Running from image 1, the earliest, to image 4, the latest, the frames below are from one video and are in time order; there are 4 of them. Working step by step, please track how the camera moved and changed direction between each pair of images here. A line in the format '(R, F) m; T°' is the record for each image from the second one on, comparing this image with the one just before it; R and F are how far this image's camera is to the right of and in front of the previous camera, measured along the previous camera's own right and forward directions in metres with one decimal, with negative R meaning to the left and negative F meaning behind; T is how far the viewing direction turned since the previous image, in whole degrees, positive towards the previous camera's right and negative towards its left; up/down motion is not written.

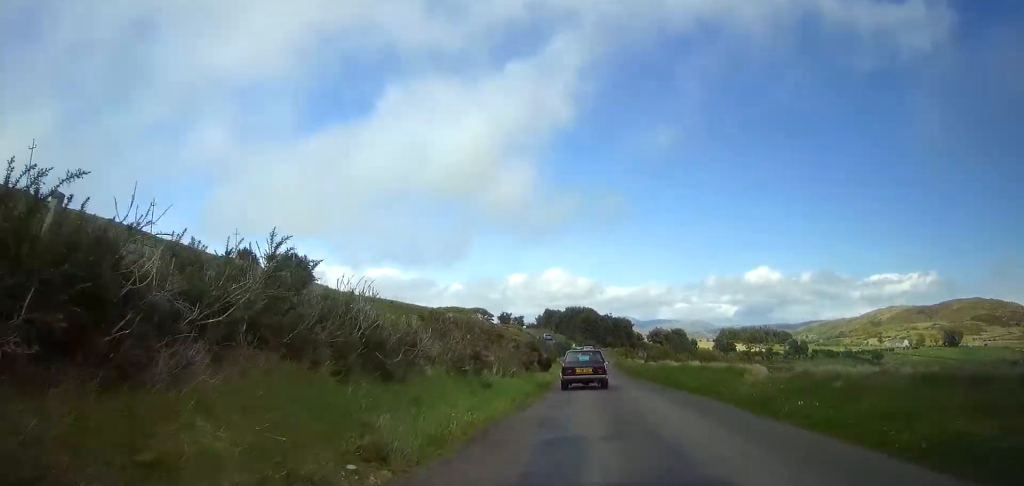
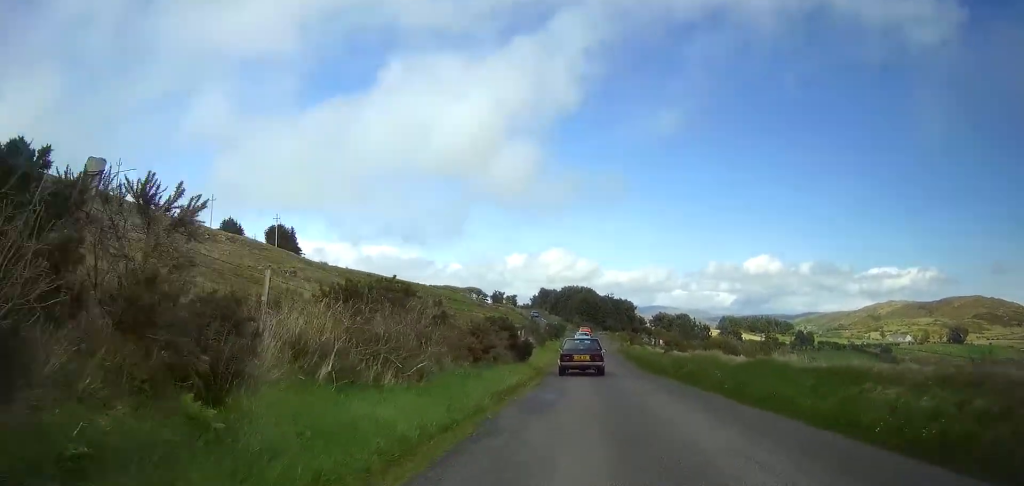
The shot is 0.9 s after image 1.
(0.0, +14.0) m; 0°
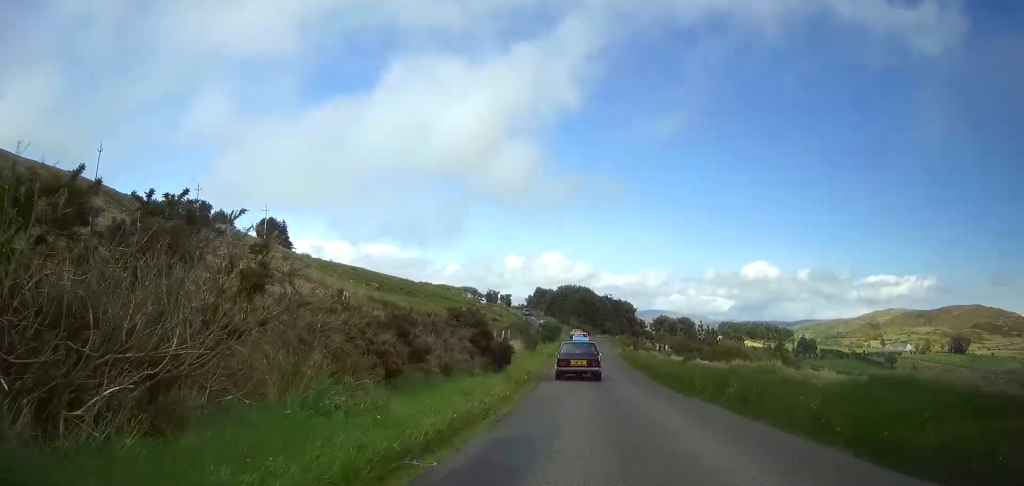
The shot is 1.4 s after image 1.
(0.0, +7.3) m; 0°
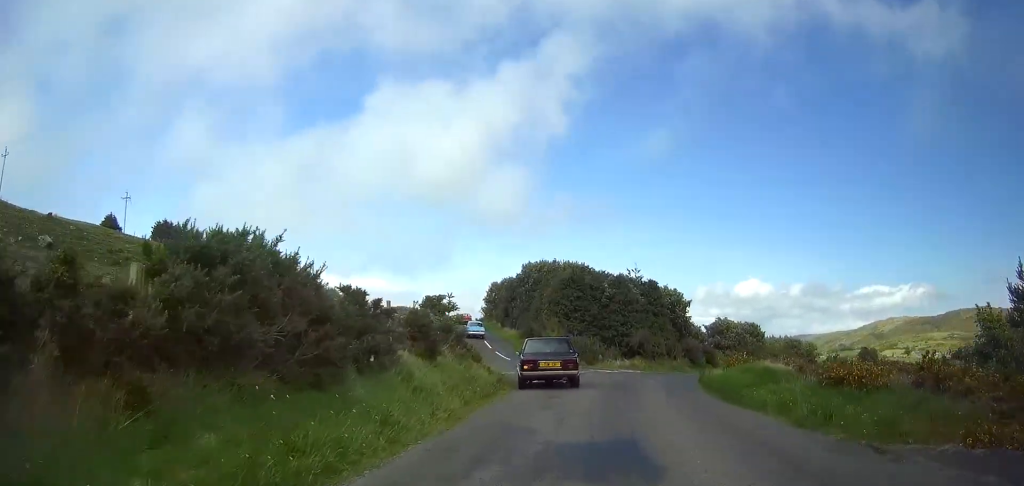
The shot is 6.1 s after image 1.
(+0.2, +67.8) m; -1°
